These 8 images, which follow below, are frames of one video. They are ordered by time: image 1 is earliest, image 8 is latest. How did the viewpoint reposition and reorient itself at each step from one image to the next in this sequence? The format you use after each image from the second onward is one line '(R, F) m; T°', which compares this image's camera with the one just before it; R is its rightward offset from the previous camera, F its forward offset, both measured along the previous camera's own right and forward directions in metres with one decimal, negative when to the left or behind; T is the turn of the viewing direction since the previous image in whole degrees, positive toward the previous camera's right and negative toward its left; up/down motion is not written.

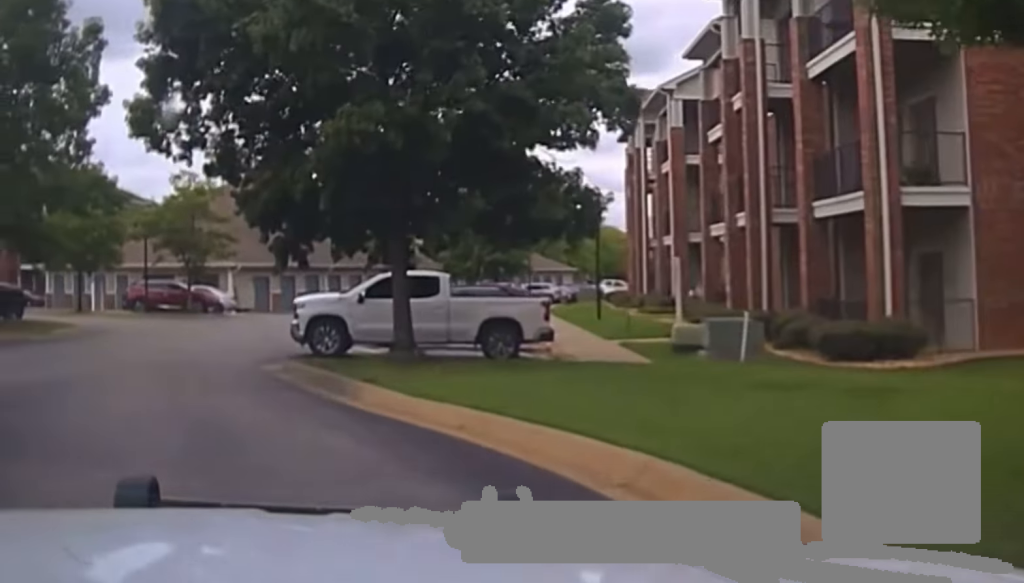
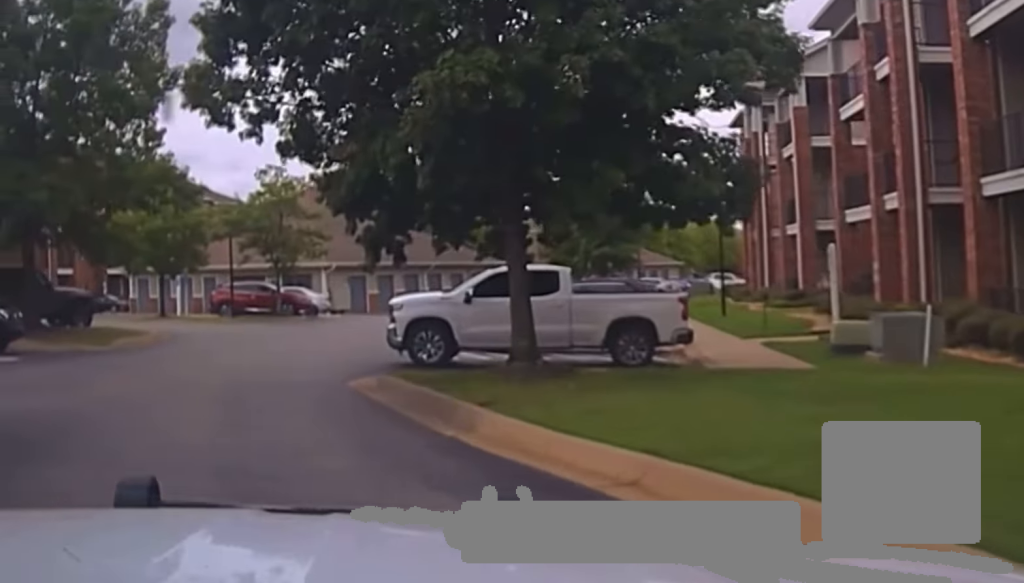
(+0.4, +5.6) m; -4°
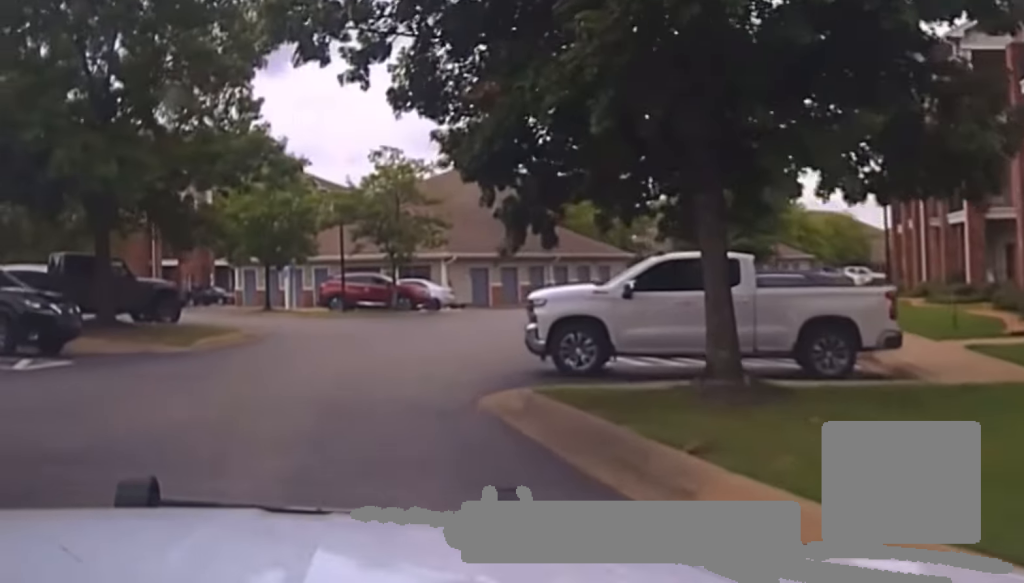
(-0.9, +5.5) m; -5°
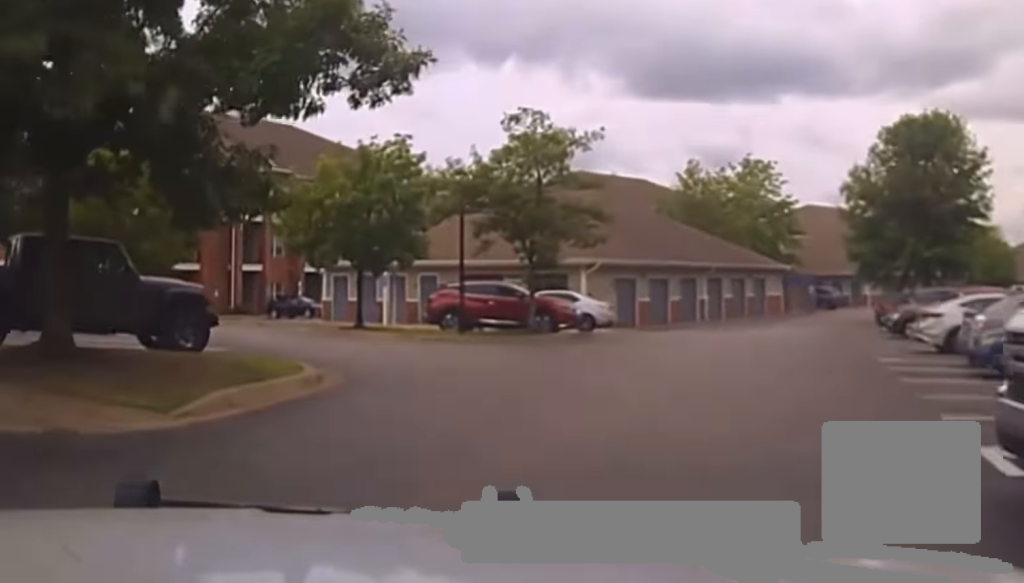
(-0.9, +12.1) m; -1°
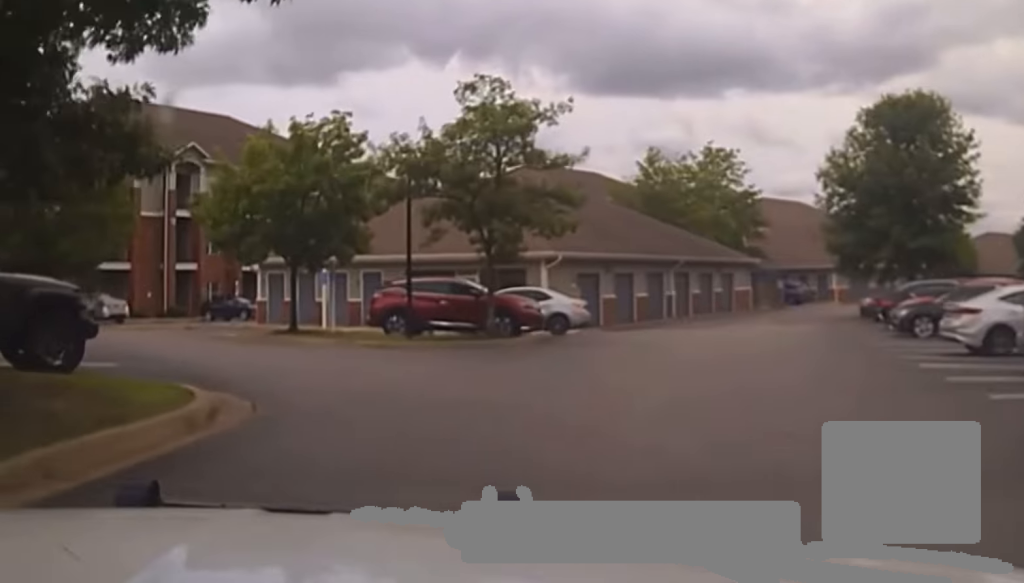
(+0.1, +4.3) m; +2°
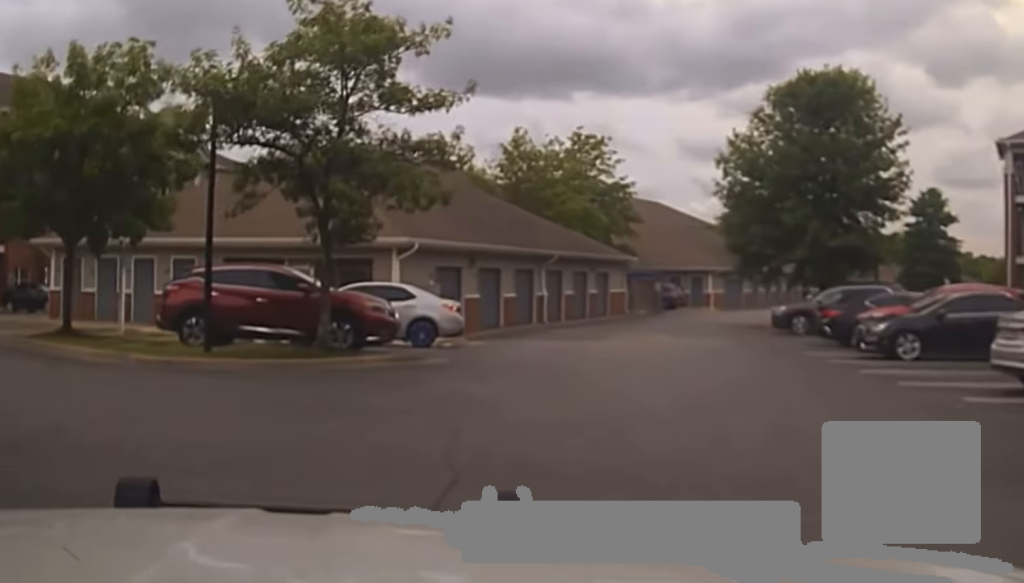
(+0.3, +8.5) m; +4°
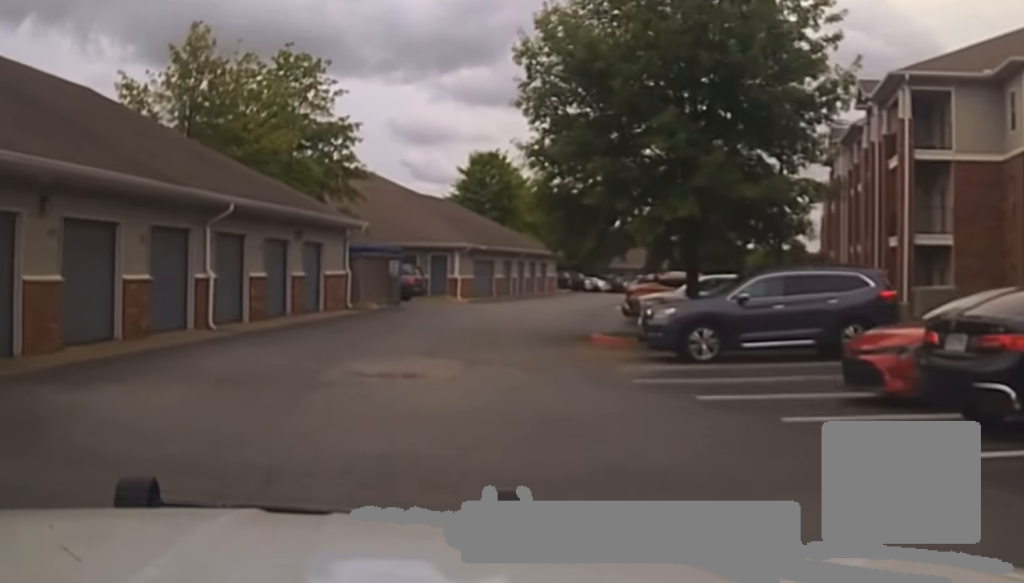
(+2.4, +17.1) m; +14°
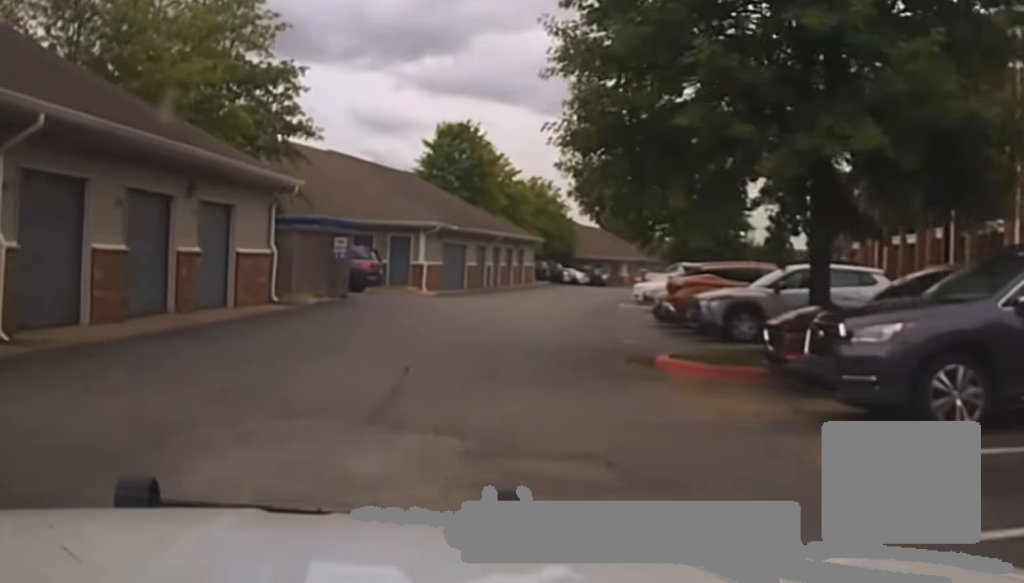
(+0.2, +9.4) m; +5°
